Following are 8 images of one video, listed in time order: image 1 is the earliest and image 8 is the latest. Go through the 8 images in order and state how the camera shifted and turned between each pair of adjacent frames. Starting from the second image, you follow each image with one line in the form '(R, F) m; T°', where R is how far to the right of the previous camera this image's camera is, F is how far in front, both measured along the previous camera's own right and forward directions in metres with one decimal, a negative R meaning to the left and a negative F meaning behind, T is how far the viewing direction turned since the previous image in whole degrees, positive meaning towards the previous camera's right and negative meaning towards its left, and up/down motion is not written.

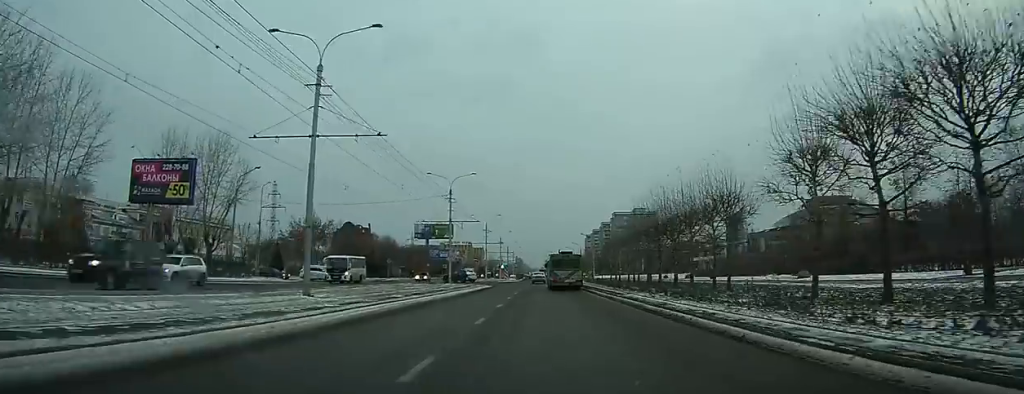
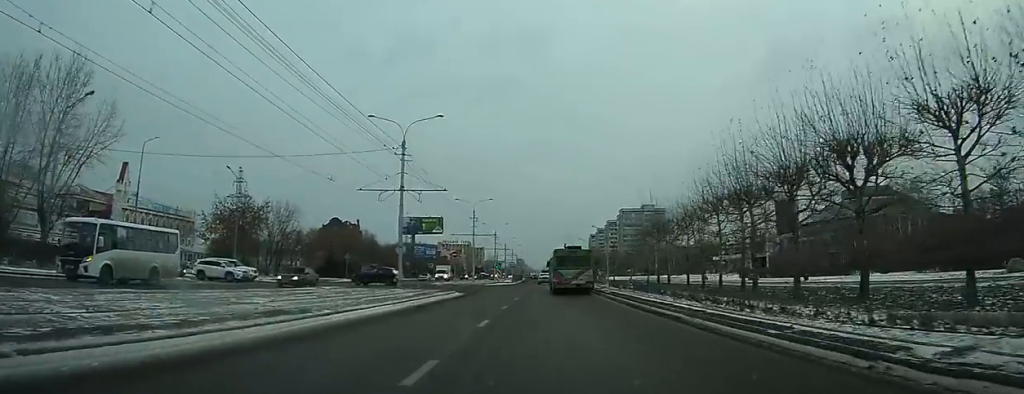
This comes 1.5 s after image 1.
(-0.2, +24.4) m; -2°
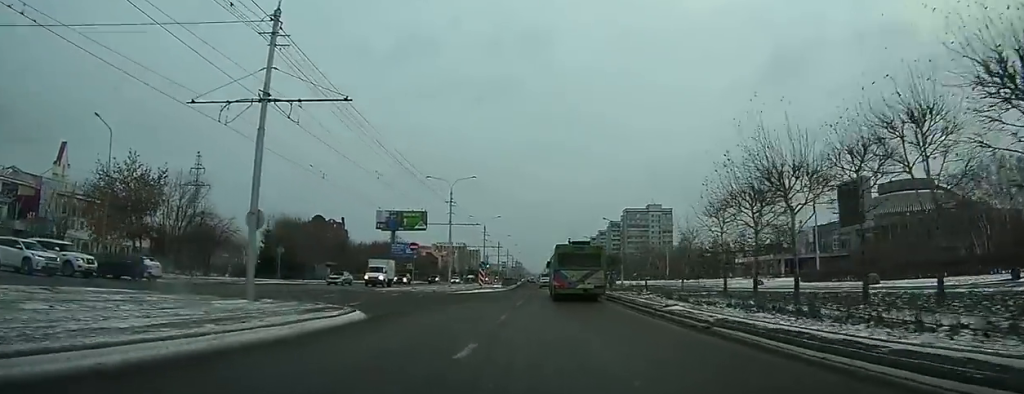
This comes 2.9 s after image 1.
(-0.5, +21.8) m; -2°
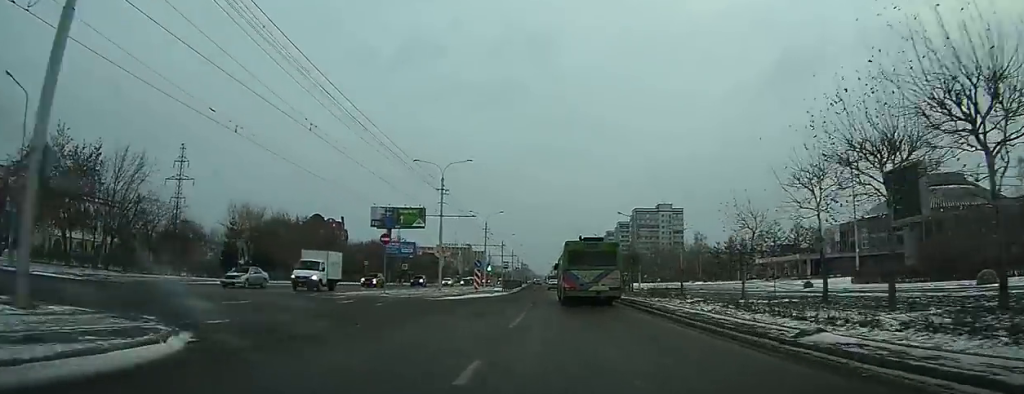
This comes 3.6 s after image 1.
(-0.2, +10.2) m; 0°
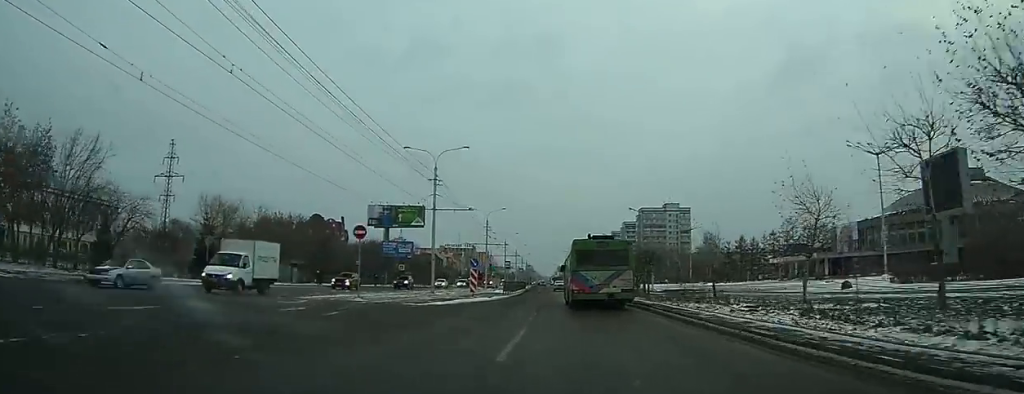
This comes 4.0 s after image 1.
(+0.1, +5.9) m; +1°
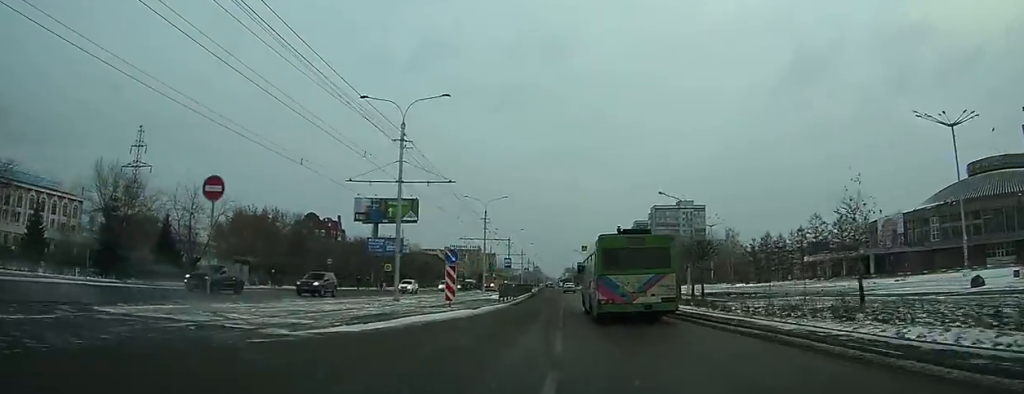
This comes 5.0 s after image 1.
(+0.2, +13.9) m; +2°
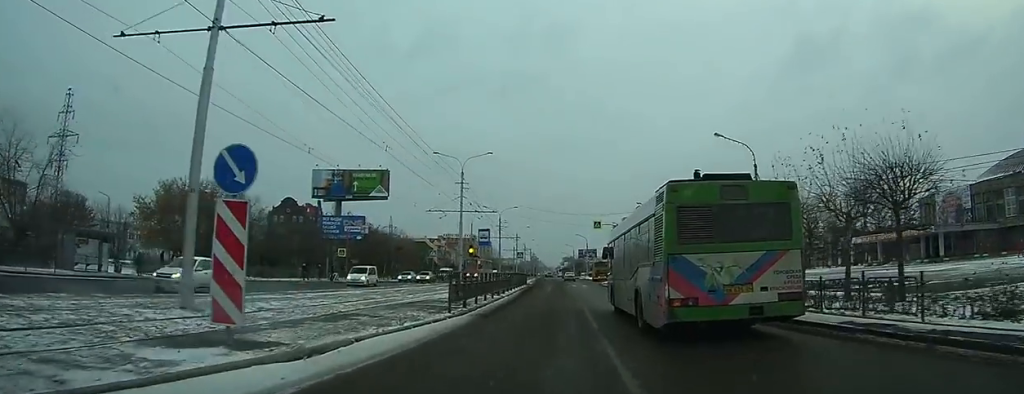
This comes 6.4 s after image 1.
(+0.5, +19.1) m; +3°
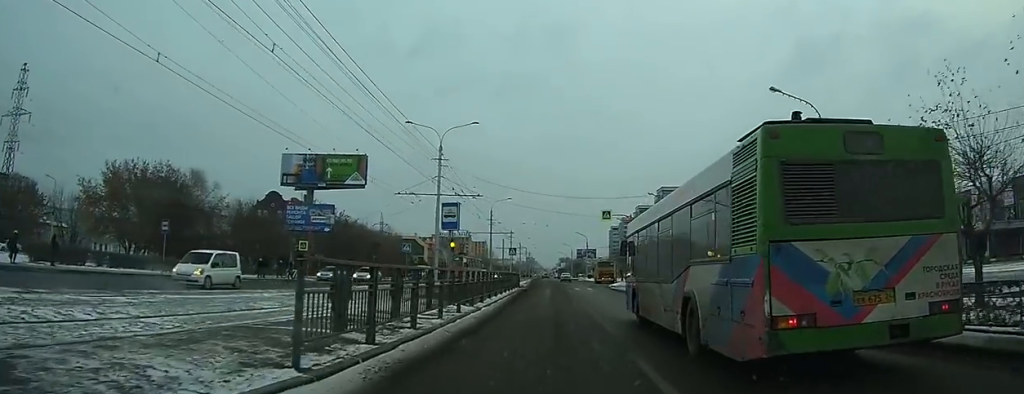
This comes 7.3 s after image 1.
(0.0, +10.0) m; -2°
